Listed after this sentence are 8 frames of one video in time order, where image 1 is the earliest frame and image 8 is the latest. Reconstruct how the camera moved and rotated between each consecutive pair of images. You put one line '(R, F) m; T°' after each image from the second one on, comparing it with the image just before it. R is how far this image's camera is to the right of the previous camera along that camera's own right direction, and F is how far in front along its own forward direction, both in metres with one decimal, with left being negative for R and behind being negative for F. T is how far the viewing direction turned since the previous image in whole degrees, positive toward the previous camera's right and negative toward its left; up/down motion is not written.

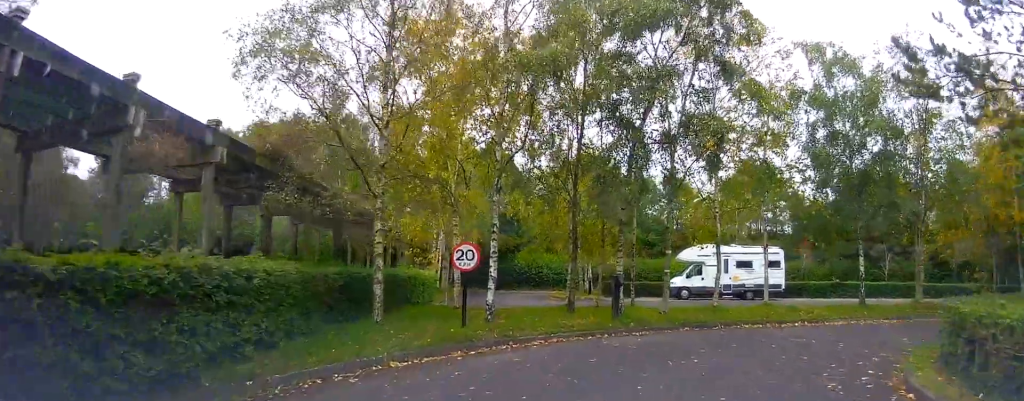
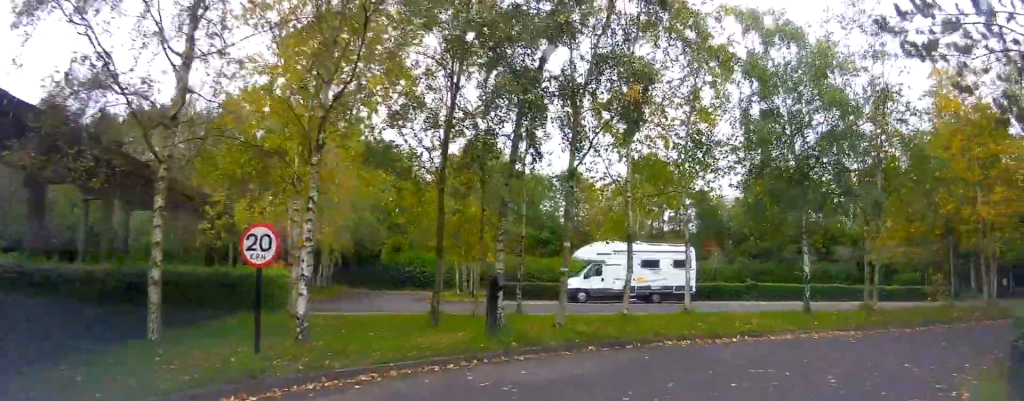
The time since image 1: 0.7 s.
(+0.2, +3.6) m; +9°
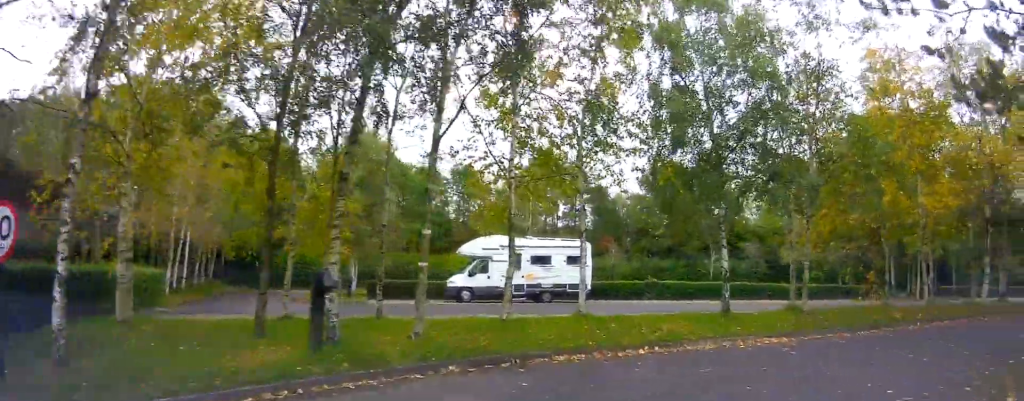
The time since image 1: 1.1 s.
(-0.1, +2.5) m; +8°
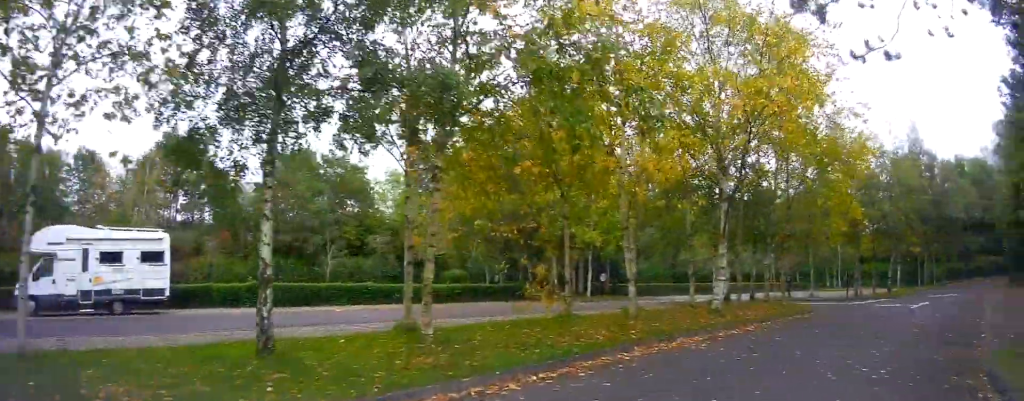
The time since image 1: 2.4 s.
(+2.0, +5.9) m; +39°
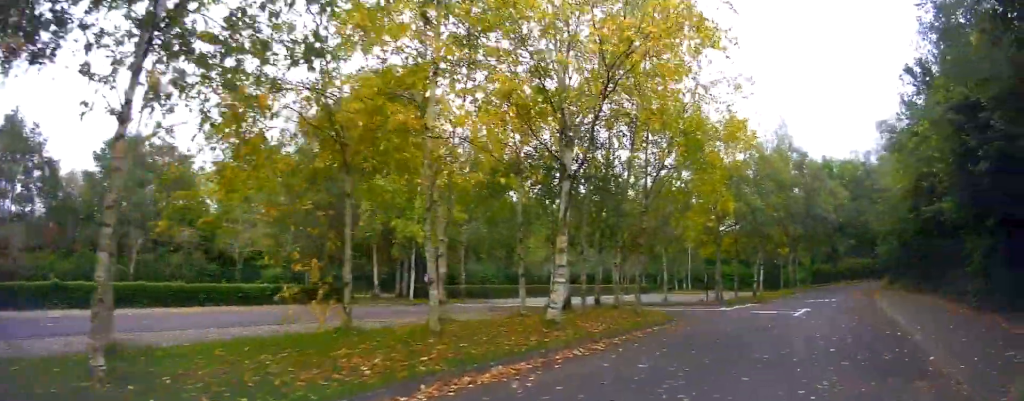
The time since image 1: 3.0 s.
(+0.4, +3.1) m; +20°
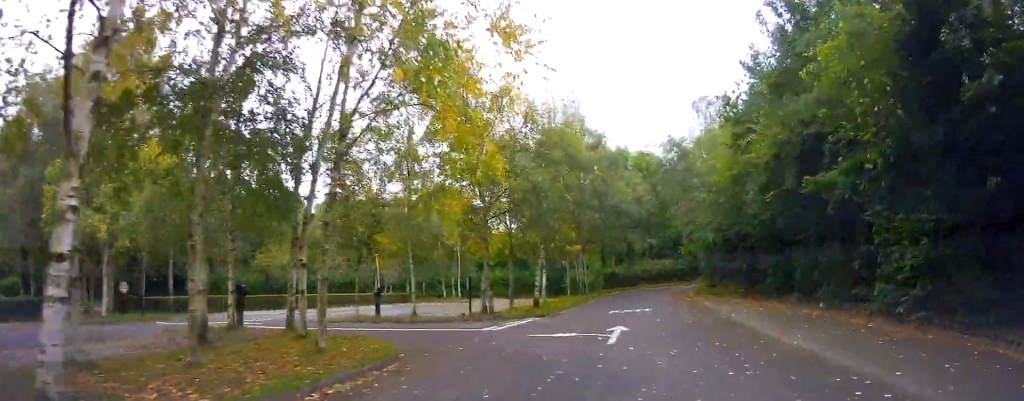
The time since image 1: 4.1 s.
(+1.5, +6.1) m; +11°
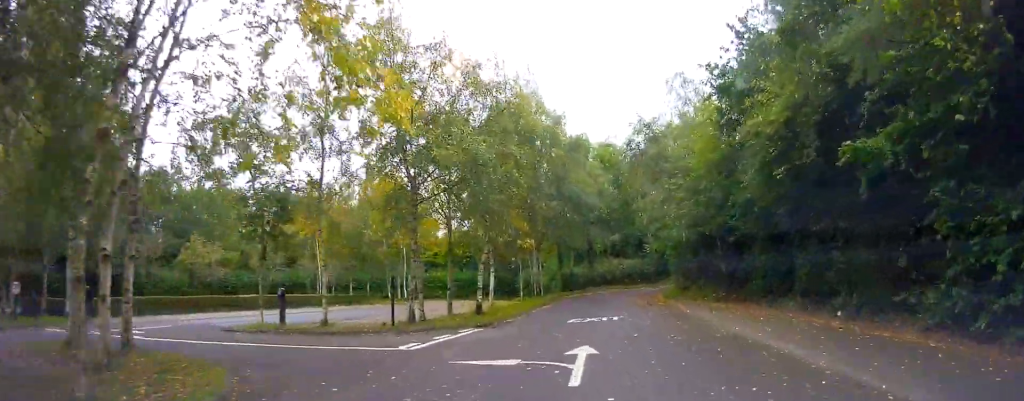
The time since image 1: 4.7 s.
(-0.2, +3.6) m; -4°
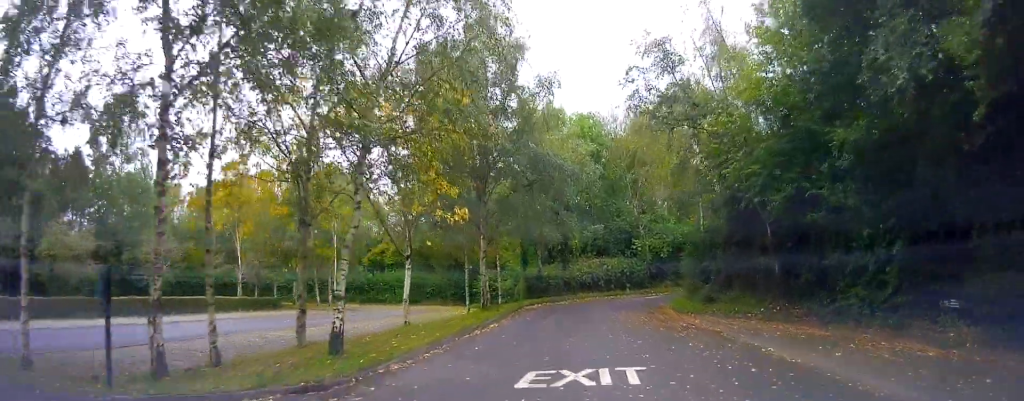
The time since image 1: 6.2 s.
(-0.2, +9.1) m; +15°
